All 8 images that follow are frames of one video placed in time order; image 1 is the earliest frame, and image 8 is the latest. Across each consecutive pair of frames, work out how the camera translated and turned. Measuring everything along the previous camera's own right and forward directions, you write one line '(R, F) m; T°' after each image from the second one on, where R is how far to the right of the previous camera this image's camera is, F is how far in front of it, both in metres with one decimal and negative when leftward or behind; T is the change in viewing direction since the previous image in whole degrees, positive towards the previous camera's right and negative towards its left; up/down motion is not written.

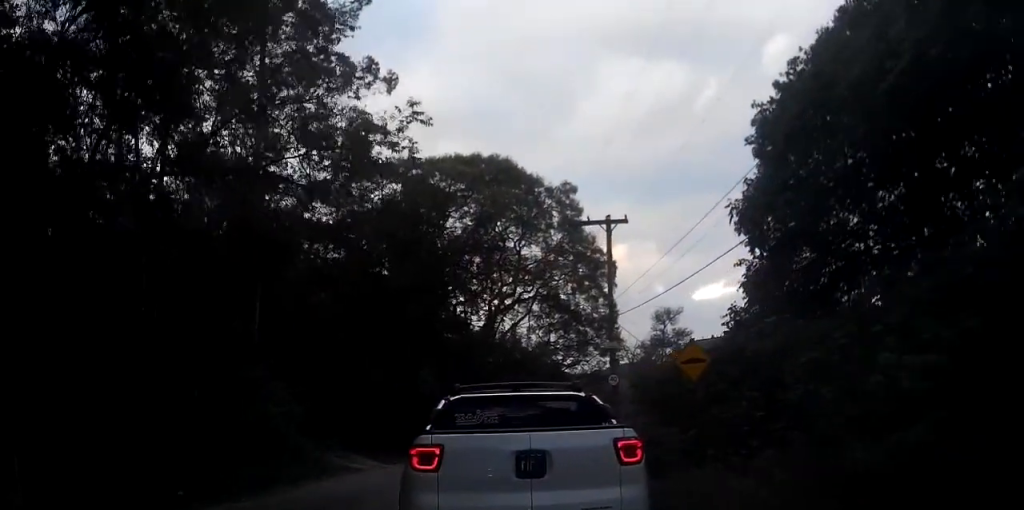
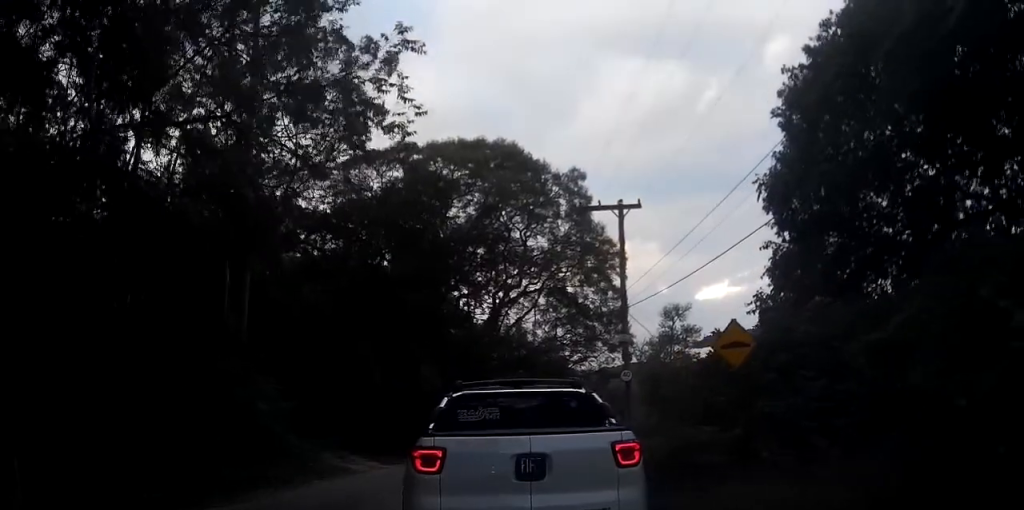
(0.0, +2.3) m; -1°
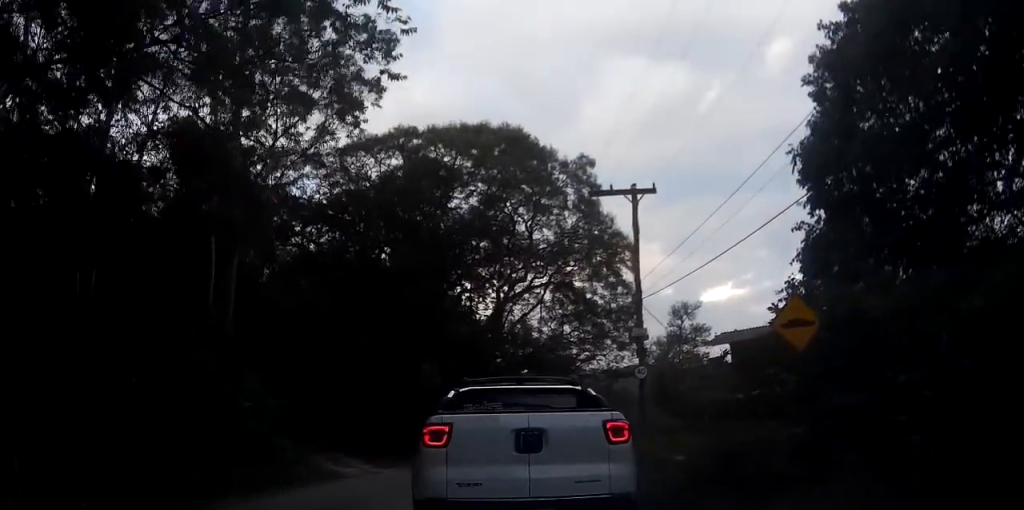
(0.0, +2.3) m; -1°
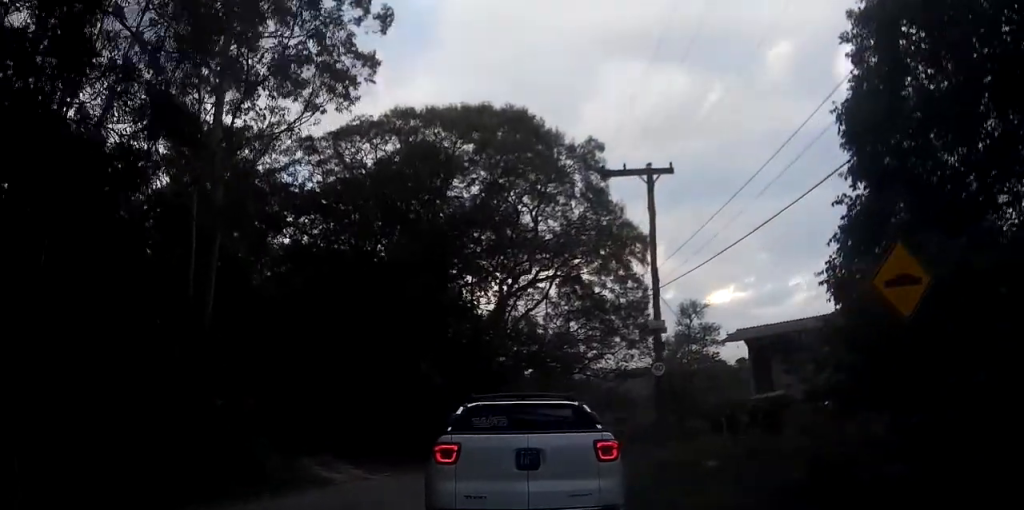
(0.0, +2.3) m; -4°
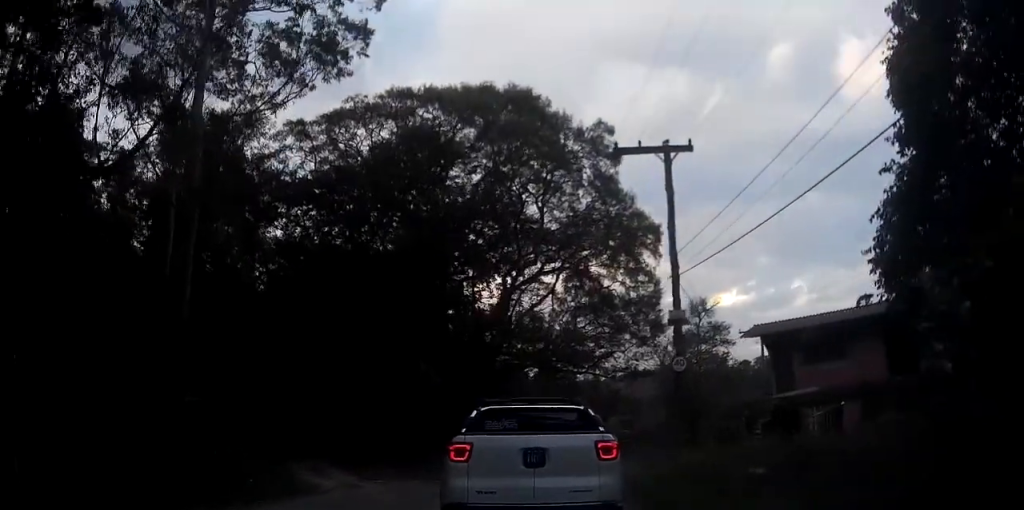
(-0.1, +2.2) m; -1°
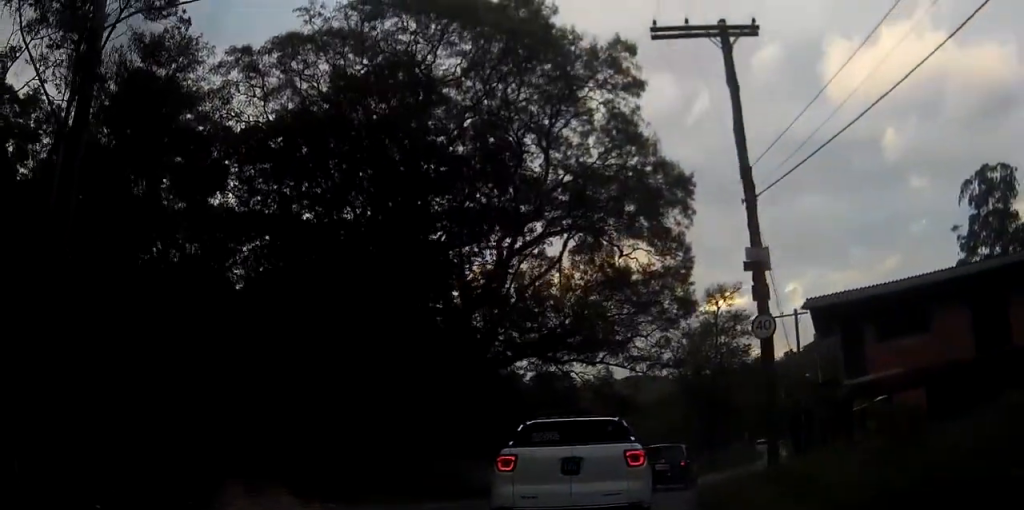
(+0.2, +6.4) m; +5°
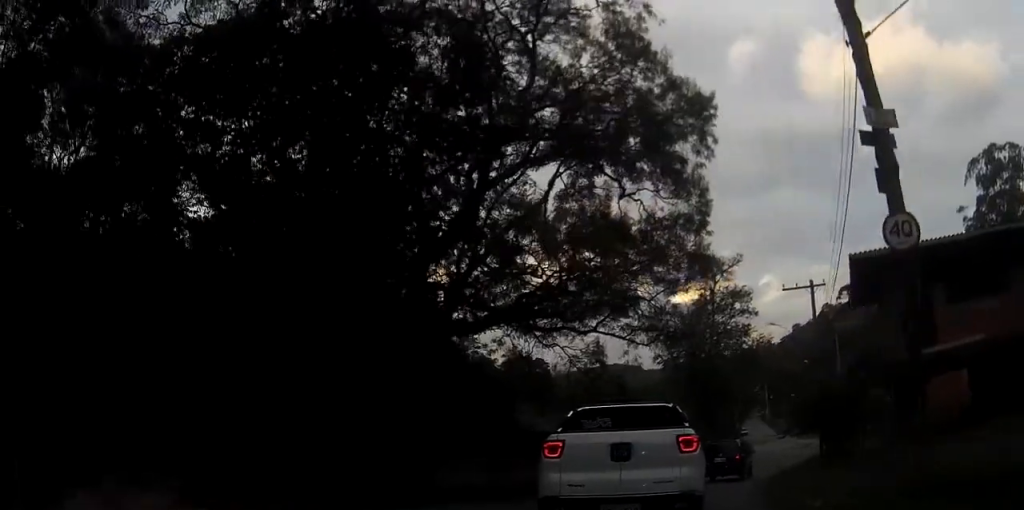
(+0.2, +5.3) m; +3°
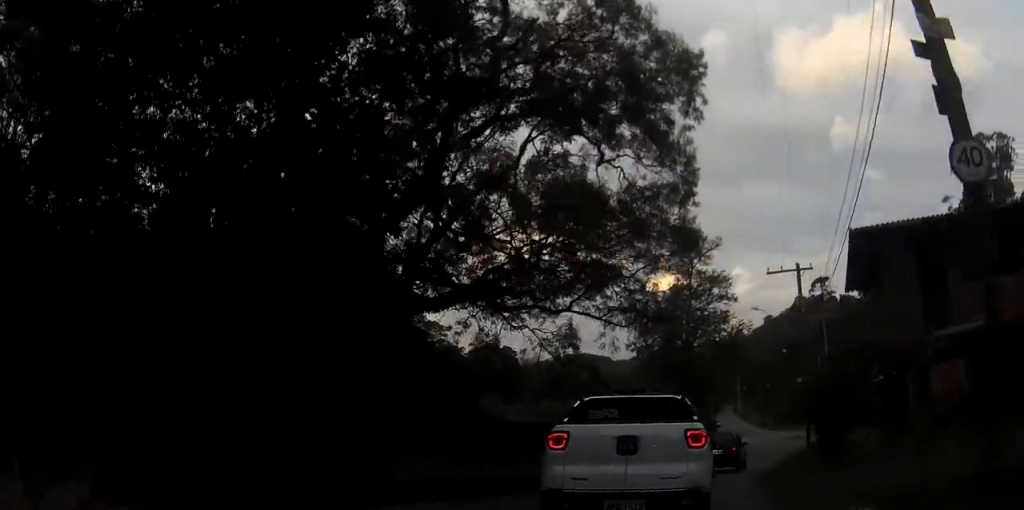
(-0.1, +2.1) m; +3°
